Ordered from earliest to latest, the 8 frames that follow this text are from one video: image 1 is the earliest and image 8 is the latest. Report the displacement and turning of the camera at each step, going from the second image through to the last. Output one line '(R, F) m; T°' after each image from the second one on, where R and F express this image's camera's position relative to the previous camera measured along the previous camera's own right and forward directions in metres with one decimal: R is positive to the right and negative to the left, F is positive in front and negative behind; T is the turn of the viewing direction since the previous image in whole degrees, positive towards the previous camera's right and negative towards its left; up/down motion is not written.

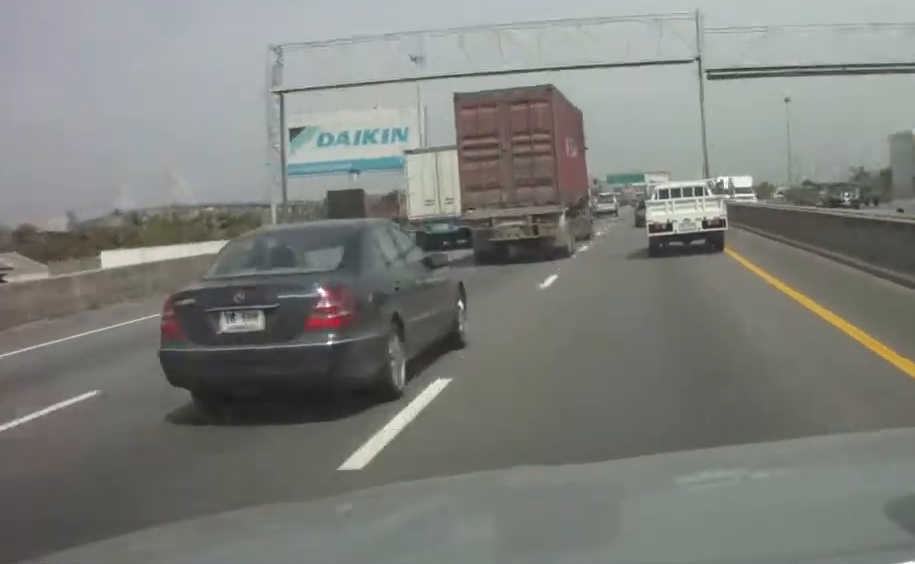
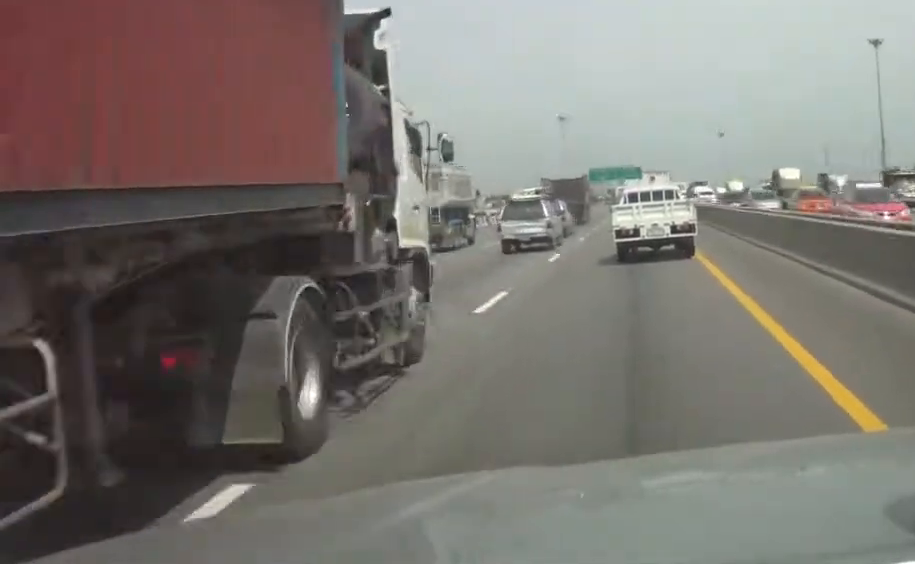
(-0.5, +99.6) m; -1°
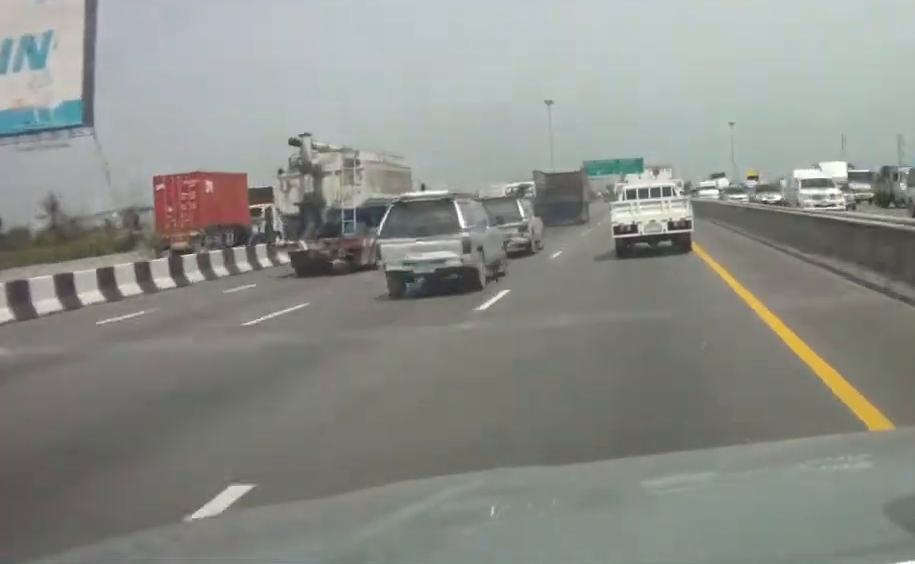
(-0.2, +37.3) m; 0°
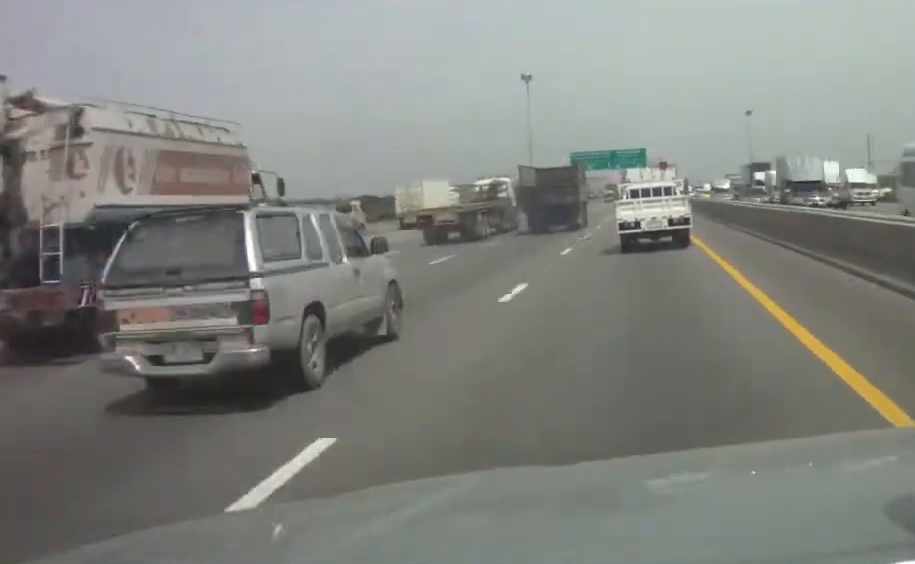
(0.0, +48.0) m; 0°
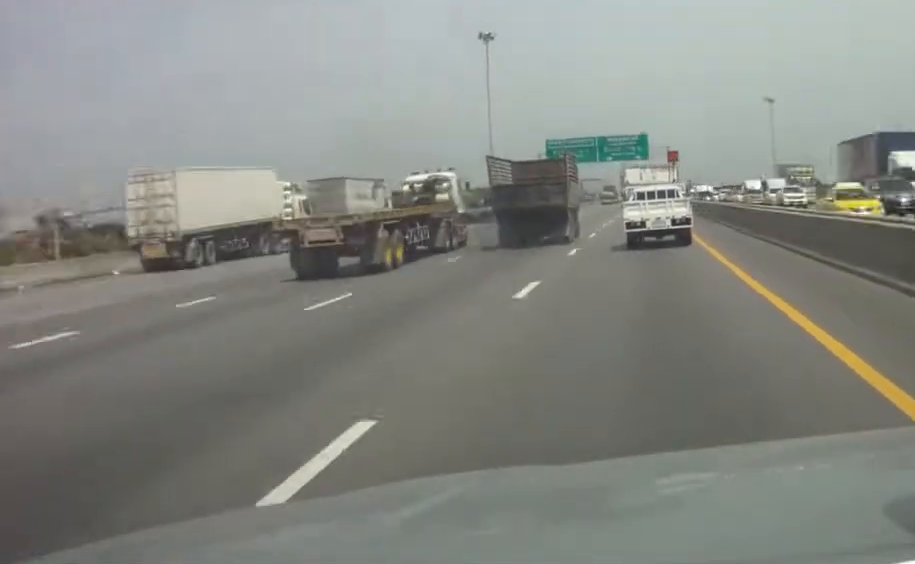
(+0.1, +47.6) m; 0°
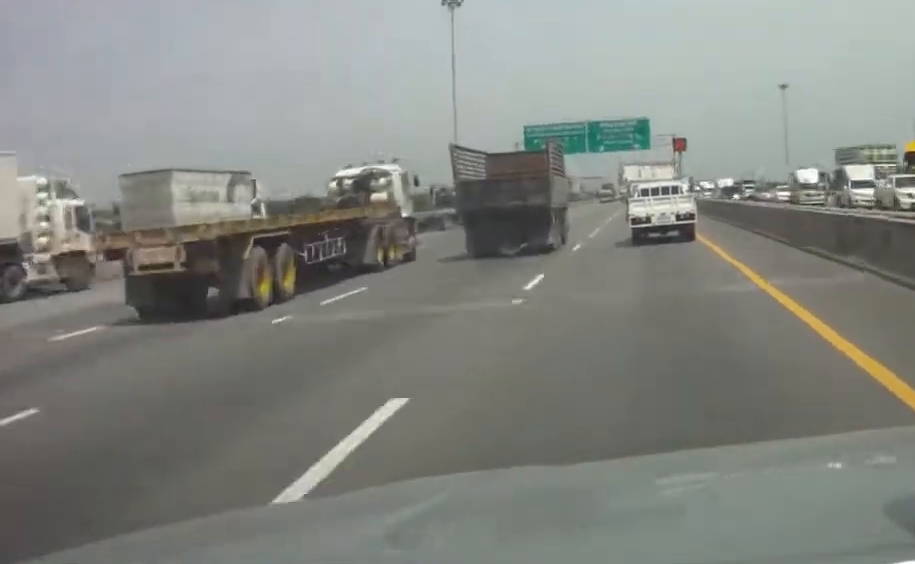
(0.0, +23.6) m; 0°
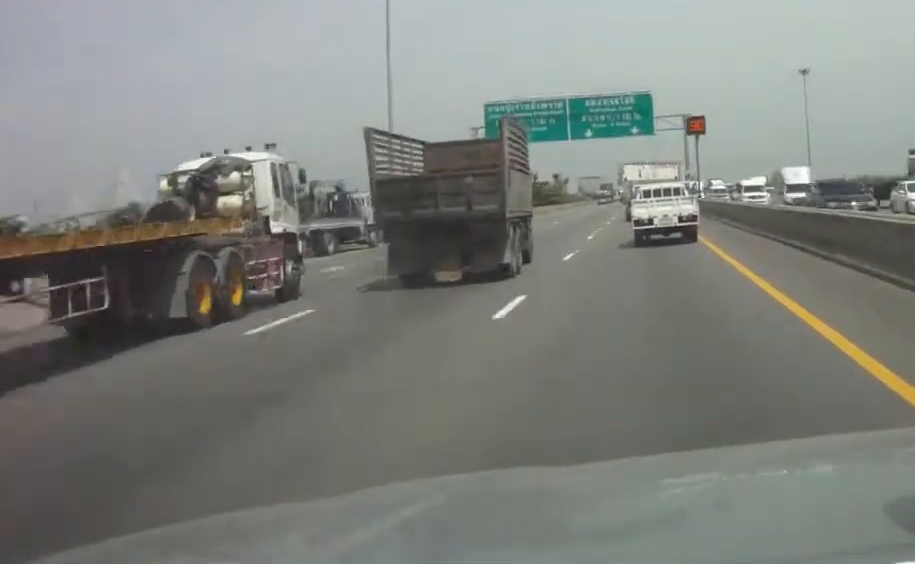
(+0.1, +28.1) m; 0°
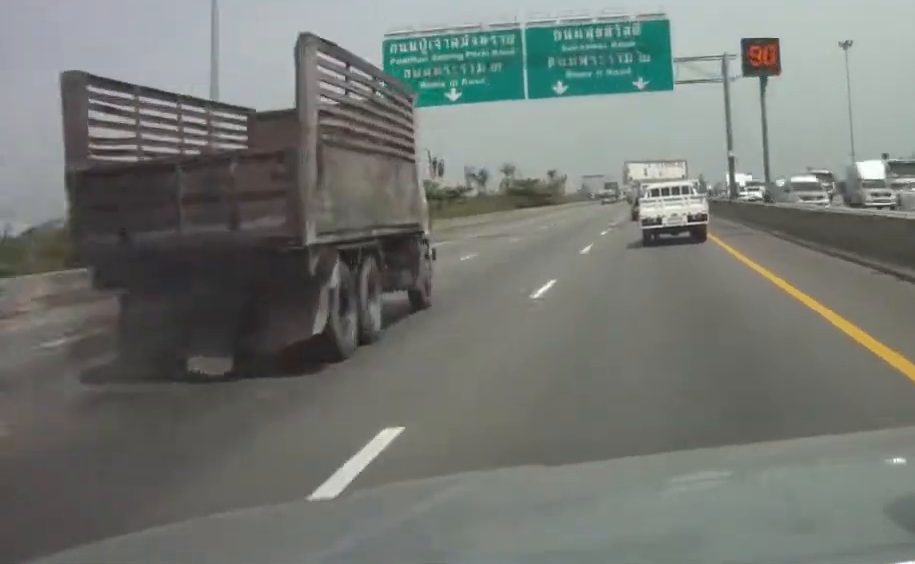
(0.0, +34.5) m; 0°
